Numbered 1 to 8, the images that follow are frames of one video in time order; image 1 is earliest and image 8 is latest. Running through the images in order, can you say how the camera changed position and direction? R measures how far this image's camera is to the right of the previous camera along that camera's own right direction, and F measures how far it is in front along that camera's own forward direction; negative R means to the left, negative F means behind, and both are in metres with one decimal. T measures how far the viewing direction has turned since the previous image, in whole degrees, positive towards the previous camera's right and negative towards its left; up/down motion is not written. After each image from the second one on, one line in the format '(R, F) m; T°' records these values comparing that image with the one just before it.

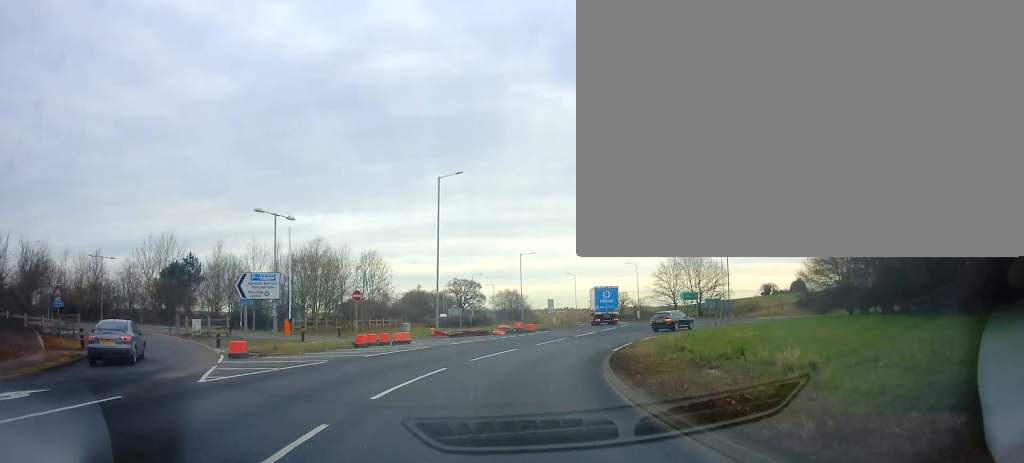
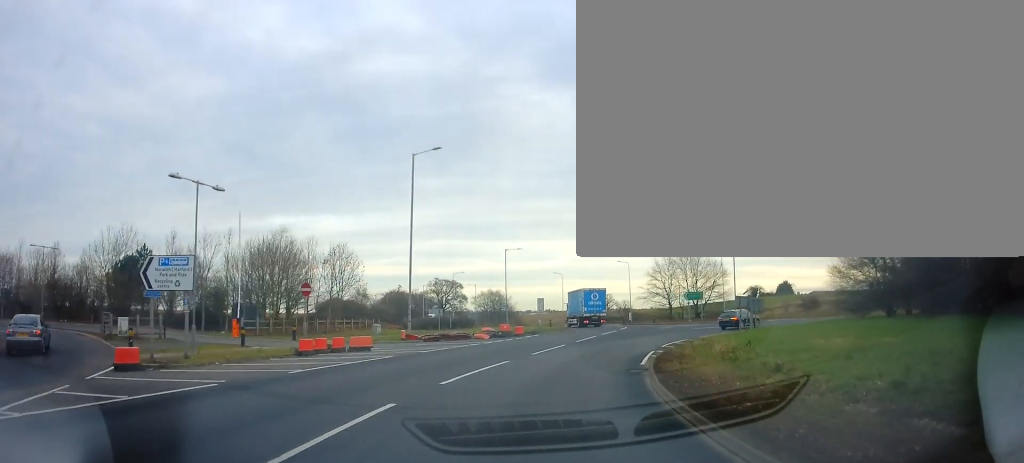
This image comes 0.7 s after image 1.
(+0.1, +6.5) m; +4°
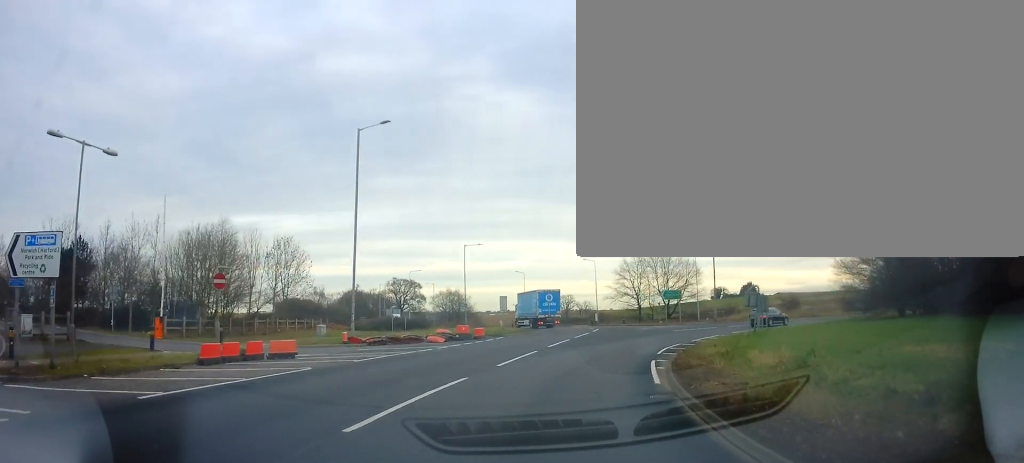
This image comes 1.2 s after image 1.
(-0.2, +5.1) m; +5°
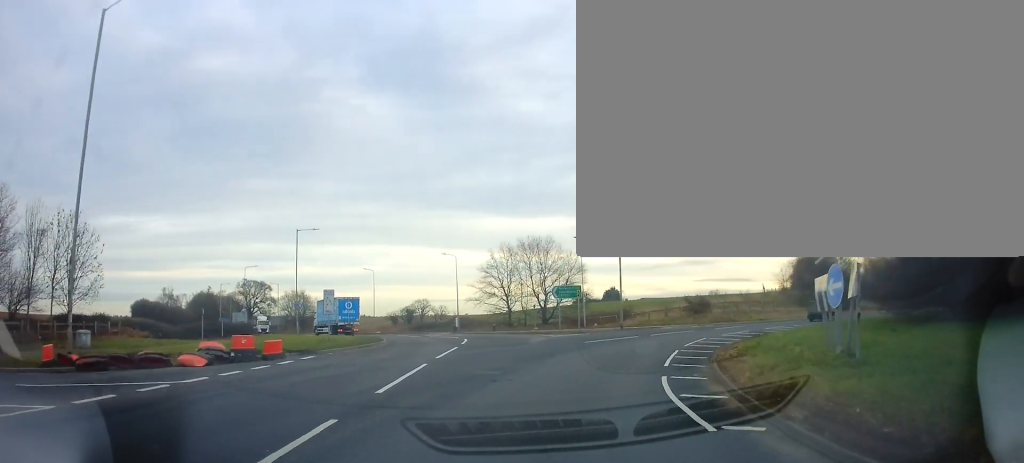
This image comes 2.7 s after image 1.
(+2.3, +13.8) m; +16°
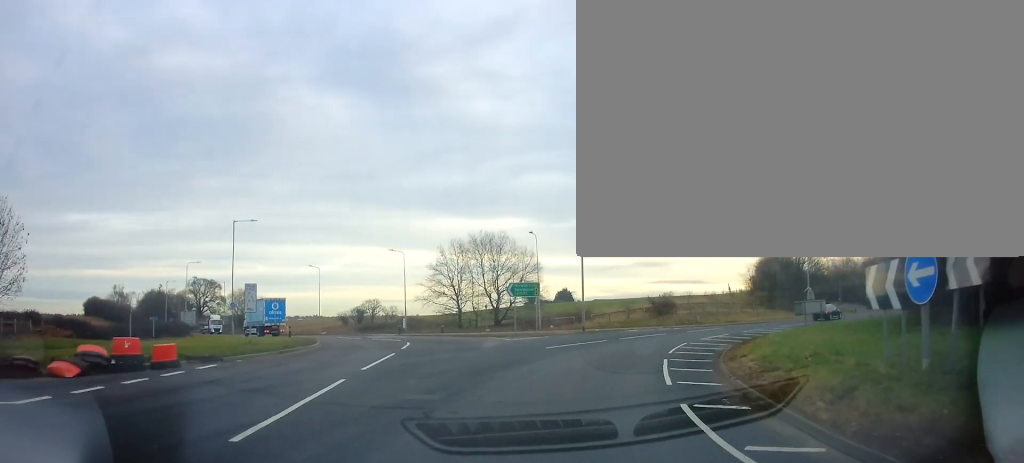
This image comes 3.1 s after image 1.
(-0.1, +4.2) m; +5°
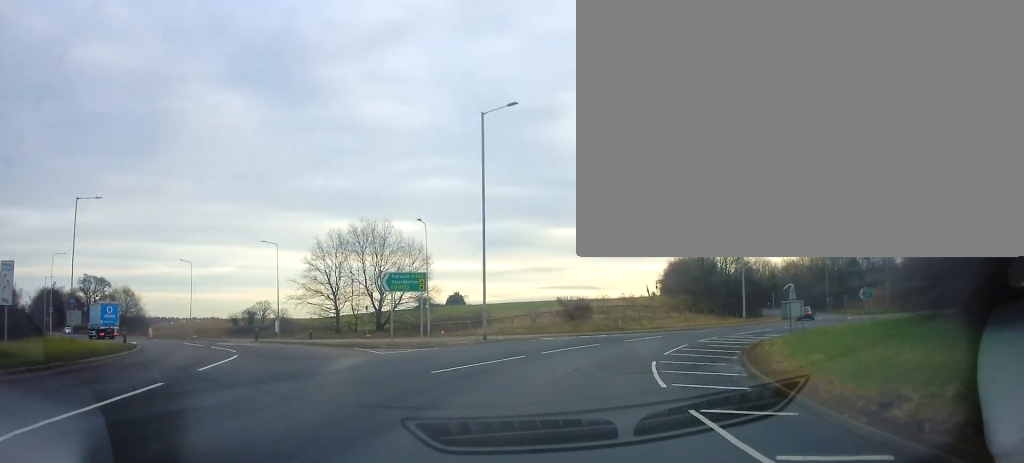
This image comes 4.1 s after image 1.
(+1.3, +9.5) m; +12°
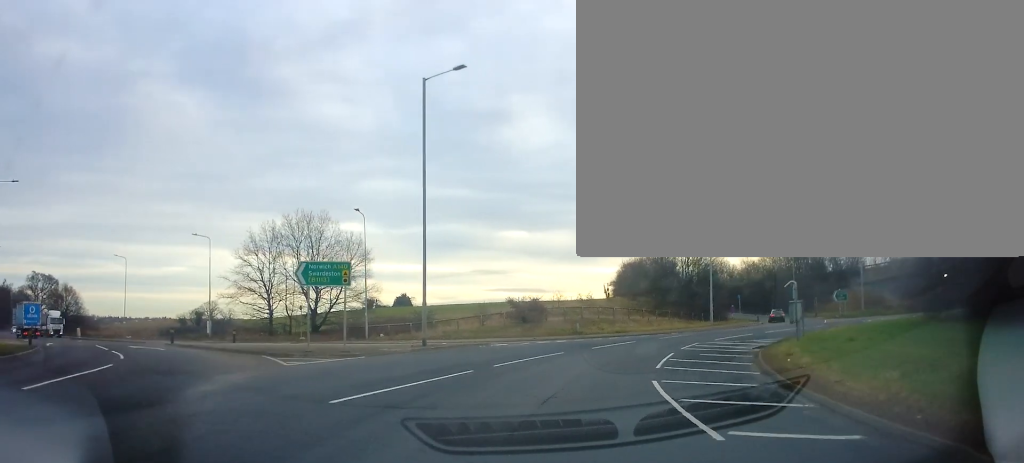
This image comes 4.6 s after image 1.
(+0.2, +4.8) m; +6°
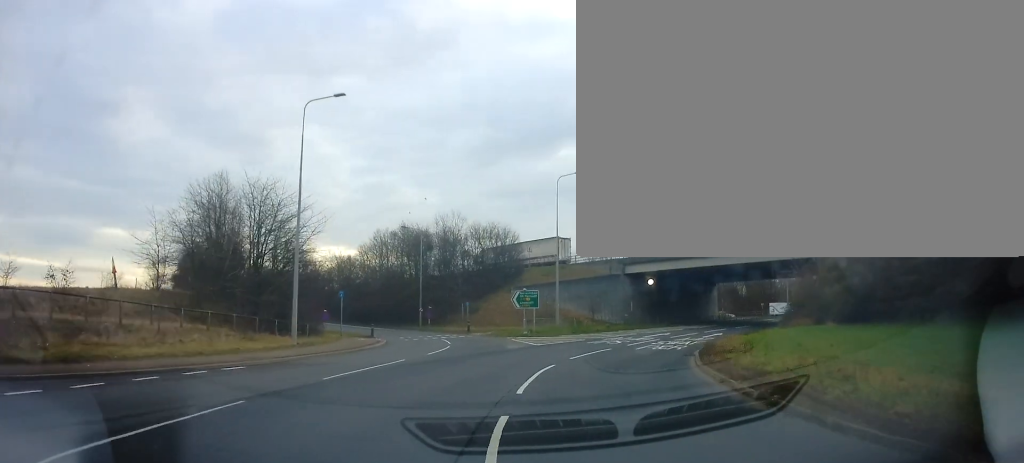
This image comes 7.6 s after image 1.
(+10.4, +26.8) m; +45°
